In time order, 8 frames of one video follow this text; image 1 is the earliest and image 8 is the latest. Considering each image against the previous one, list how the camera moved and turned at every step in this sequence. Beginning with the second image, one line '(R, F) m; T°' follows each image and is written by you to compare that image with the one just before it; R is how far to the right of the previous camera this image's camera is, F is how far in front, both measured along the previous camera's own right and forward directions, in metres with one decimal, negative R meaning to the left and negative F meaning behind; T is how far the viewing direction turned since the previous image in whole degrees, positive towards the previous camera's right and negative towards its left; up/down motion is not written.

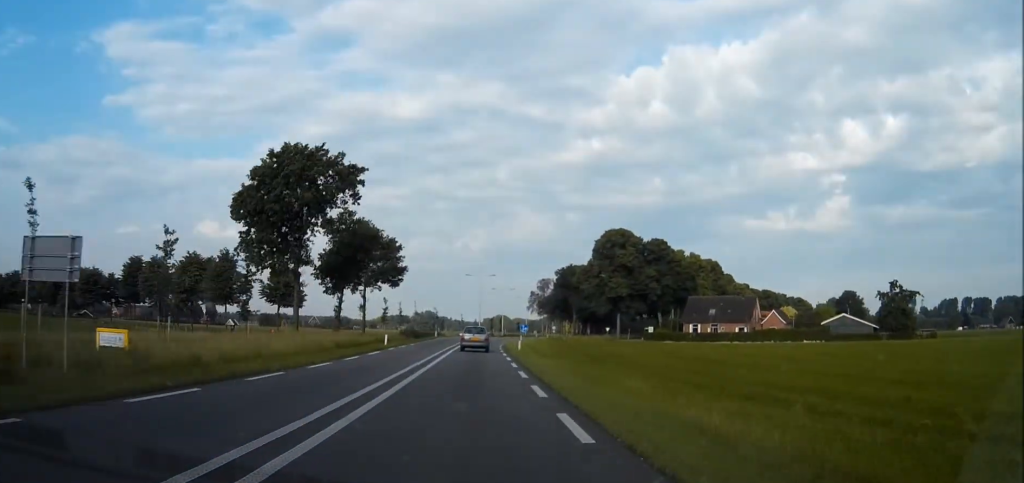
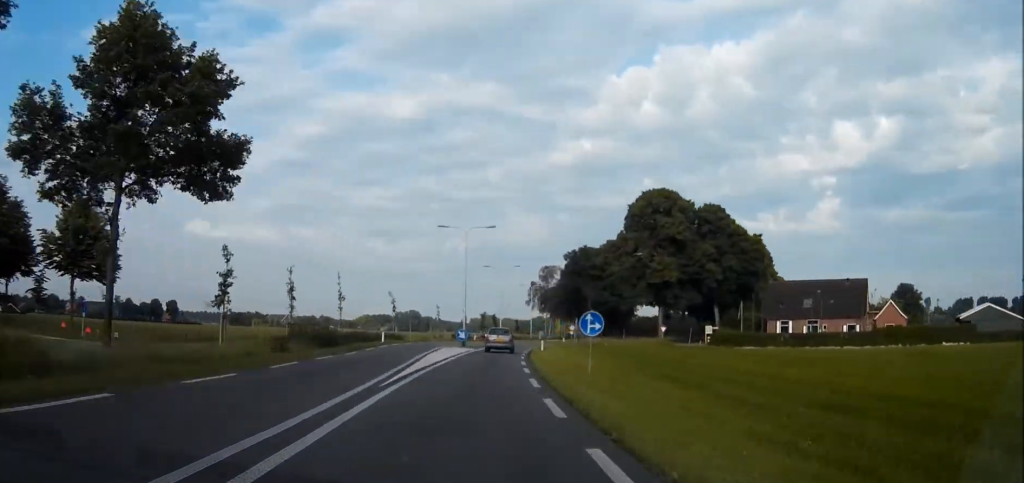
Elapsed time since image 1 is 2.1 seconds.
(+0.6, +45.9) m; +3°
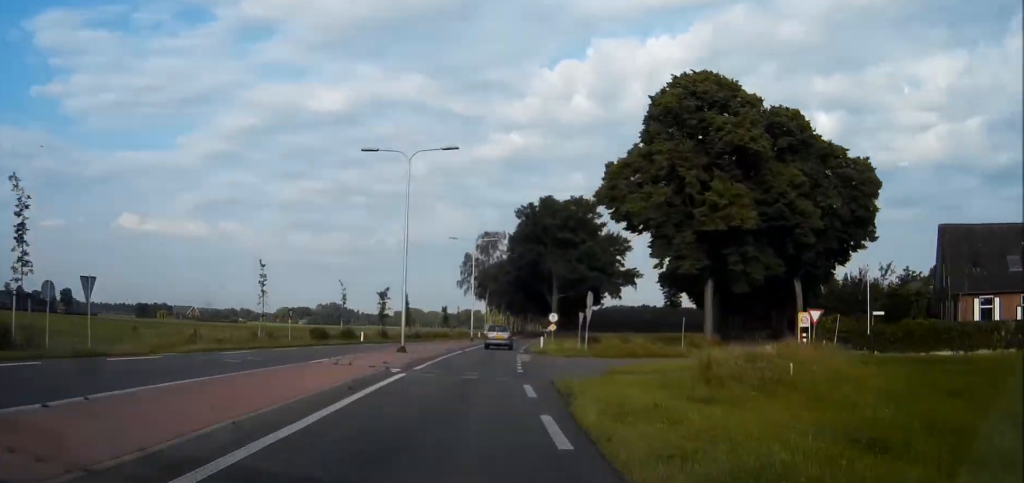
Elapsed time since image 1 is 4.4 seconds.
(+2.1, +51.3) m; +5°
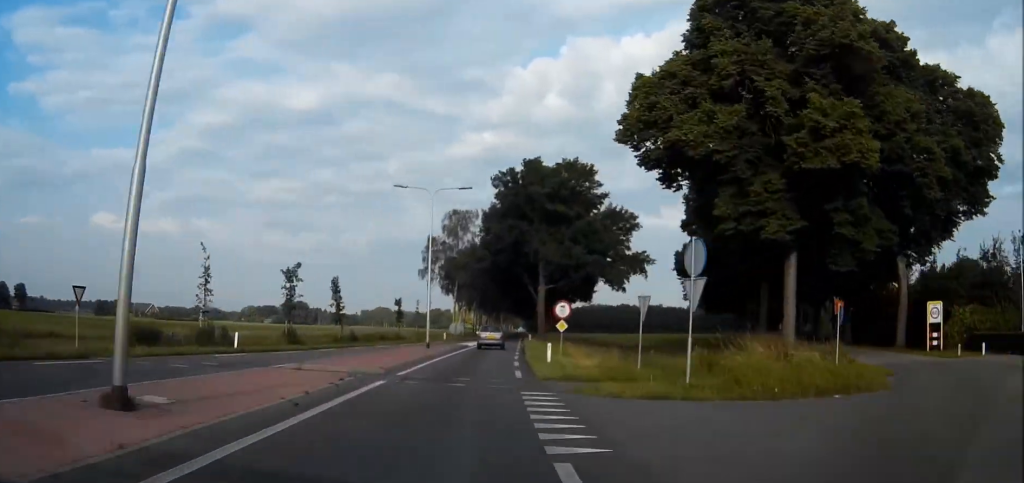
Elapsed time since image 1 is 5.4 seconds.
(+0.2, +22.0) m; +2°
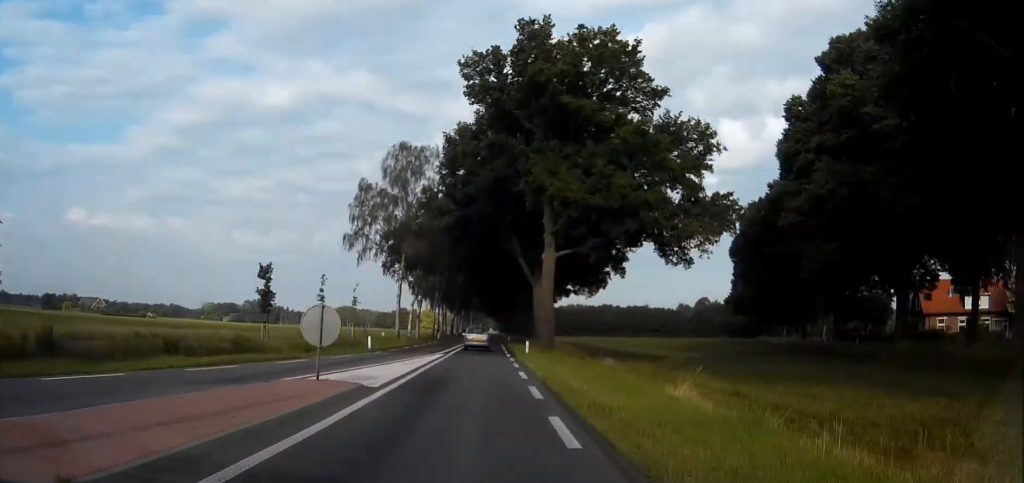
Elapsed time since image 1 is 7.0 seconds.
(+1.0, +35.4) m; +1°
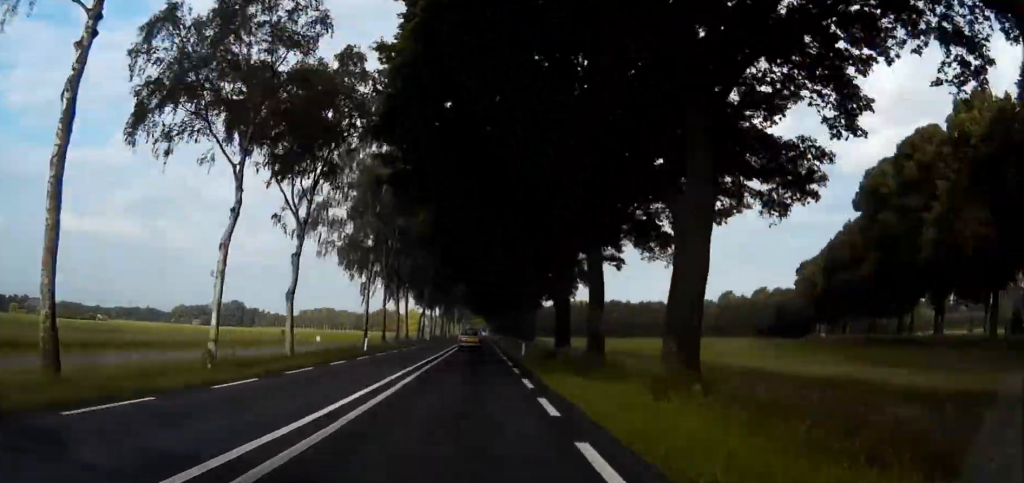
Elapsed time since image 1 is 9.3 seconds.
(+0.3, +50.4) m; 0°
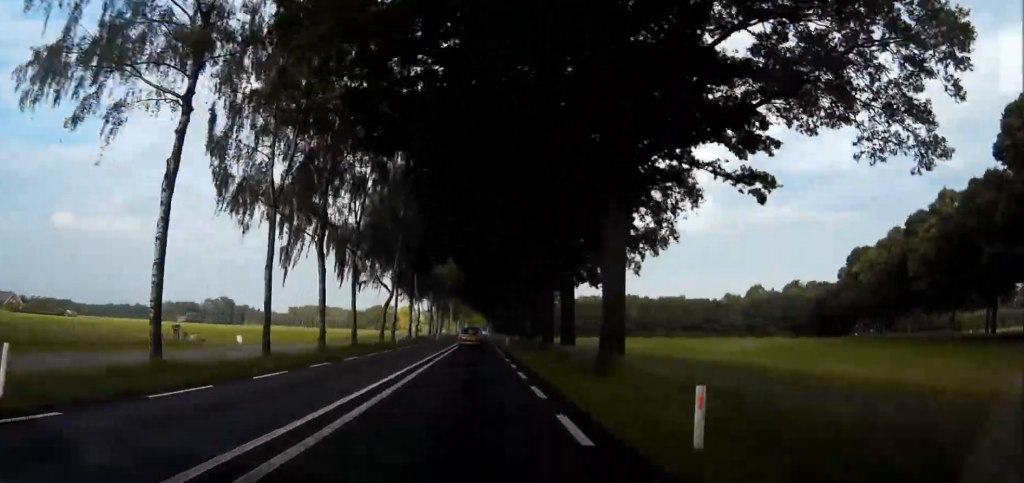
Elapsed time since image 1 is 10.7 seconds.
(-0.2, +32.9) m; 0°
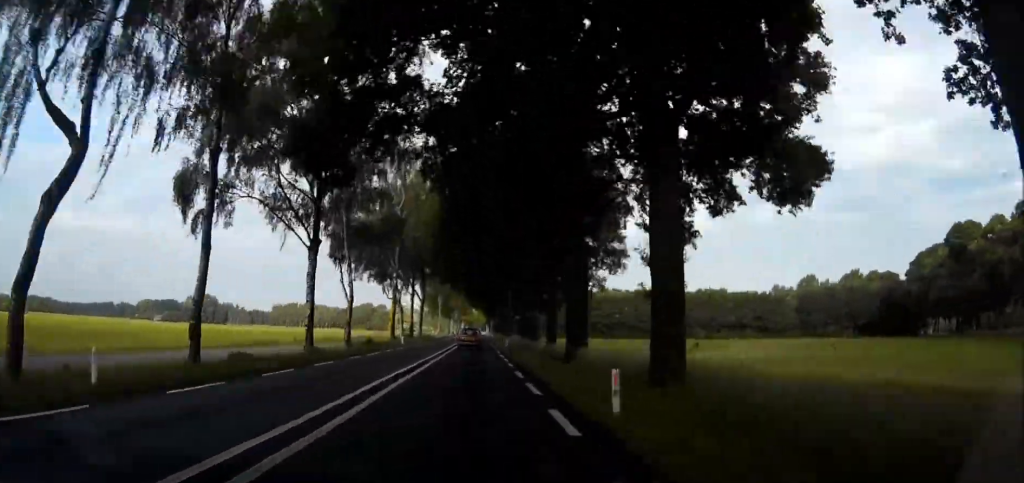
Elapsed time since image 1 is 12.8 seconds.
(+0.2, +46.5) m; +1°
